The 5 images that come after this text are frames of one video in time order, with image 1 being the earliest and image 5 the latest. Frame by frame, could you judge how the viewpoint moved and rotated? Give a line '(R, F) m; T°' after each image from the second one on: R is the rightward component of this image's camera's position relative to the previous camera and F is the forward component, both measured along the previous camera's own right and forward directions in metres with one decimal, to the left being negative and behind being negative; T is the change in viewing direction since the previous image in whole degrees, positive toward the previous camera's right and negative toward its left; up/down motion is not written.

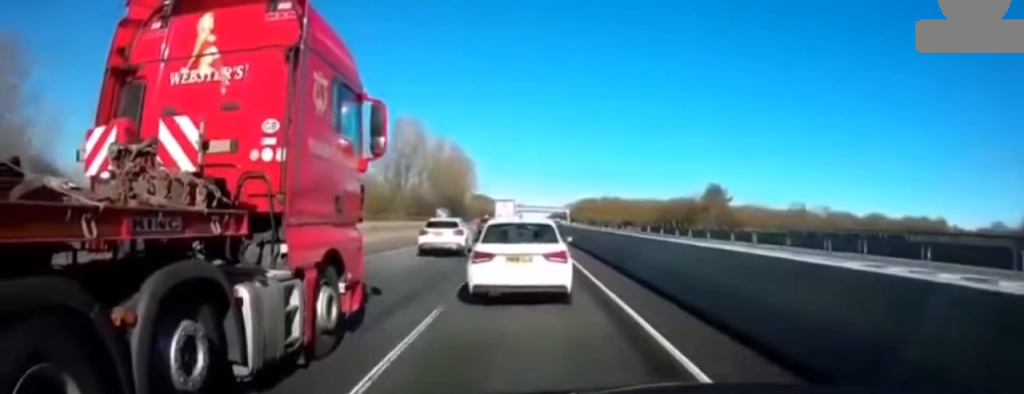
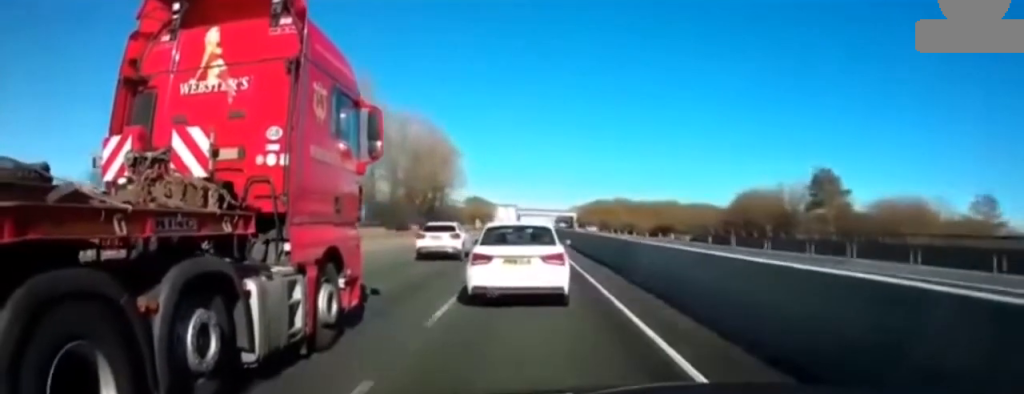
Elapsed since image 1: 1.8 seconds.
(+0.2, +35.7) m; 0°
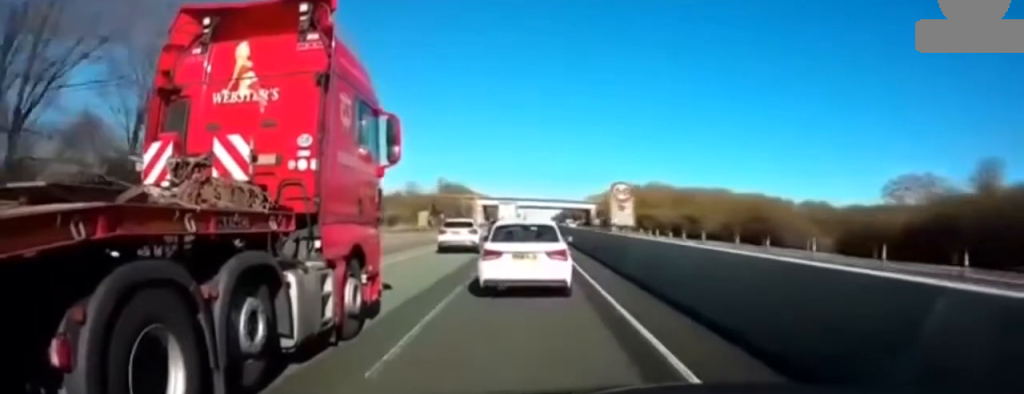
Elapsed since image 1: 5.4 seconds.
(+0.3, +75.4) m; 0°
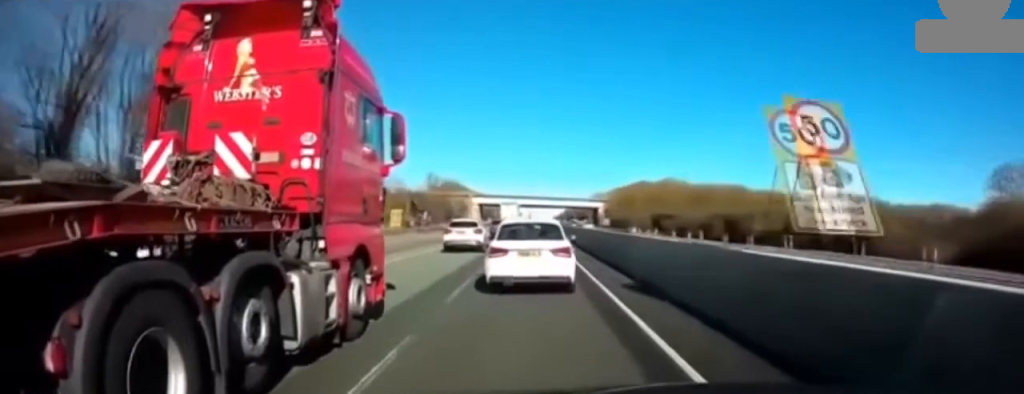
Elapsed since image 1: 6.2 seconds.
(+0.1, +15.7) m; 0°
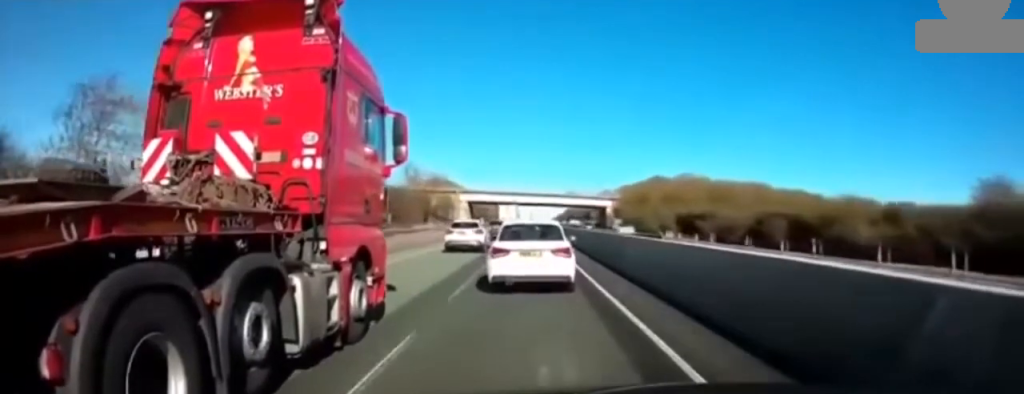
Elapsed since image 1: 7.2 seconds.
(0.0, +20.1) m; -1°
